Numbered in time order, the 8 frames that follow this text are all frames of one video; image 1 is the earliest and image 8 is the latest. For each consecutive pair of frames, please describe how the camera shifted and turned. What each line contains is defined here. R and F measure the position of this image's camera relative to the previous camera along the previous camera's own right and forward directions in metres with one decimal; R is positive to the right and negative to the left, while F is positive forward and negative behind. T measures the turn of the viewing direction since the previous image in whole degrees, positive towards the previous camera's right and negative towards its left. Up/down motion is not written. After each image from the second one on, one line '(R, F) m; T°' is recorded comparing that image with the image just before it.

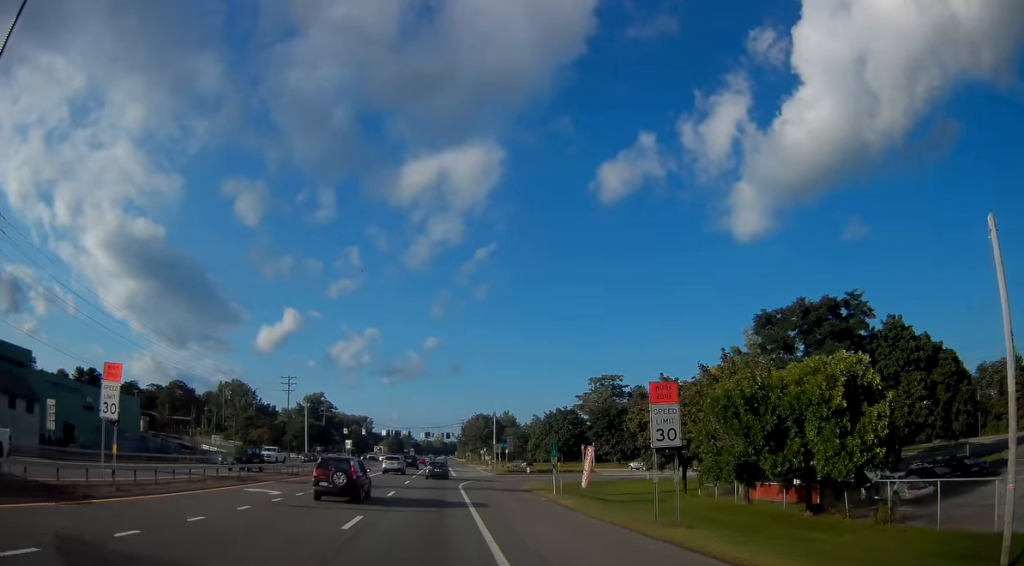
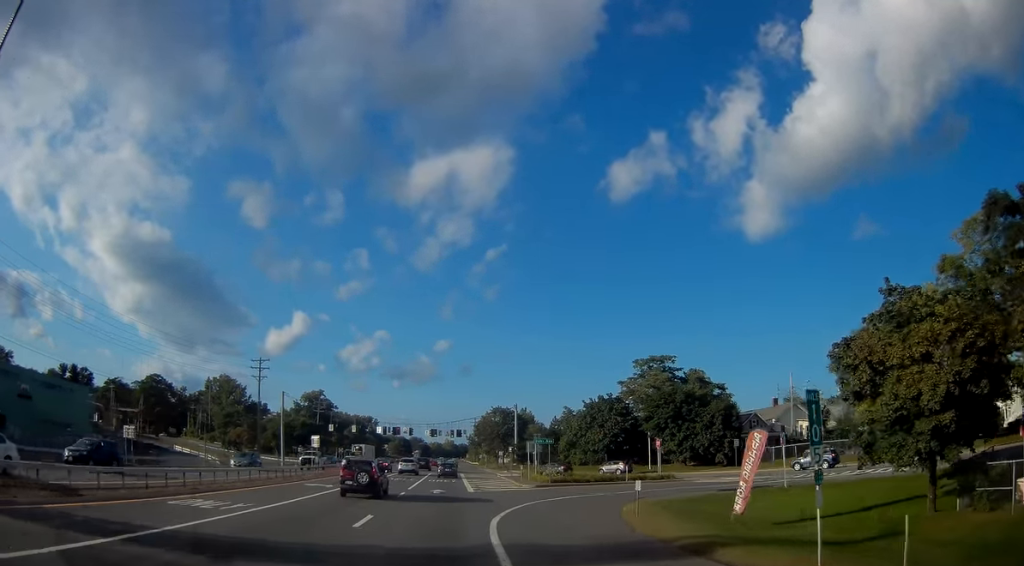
(+0.2, +22.6) m; +1°
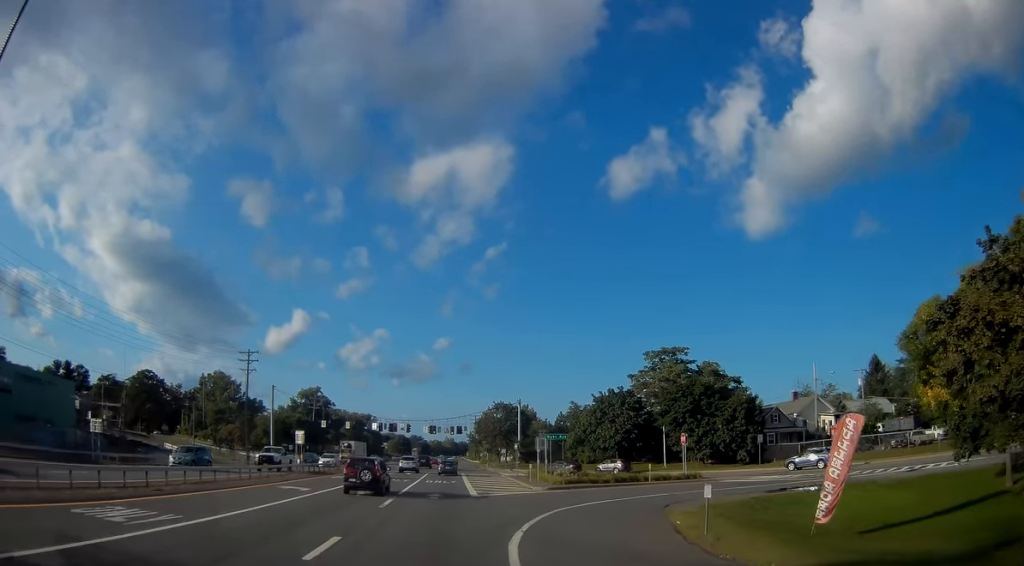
(0.0, +5.3) m; 0°
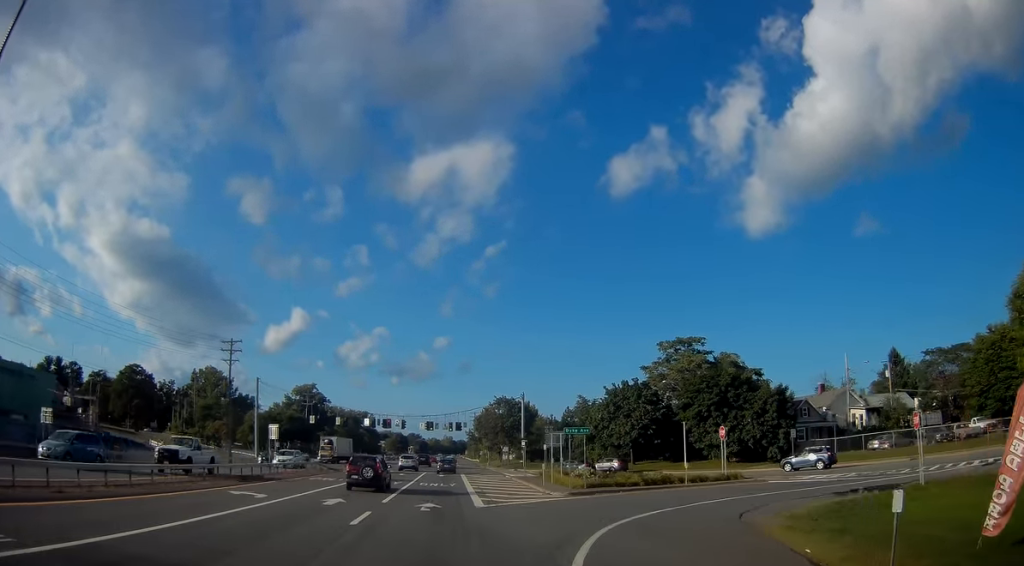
(0.0, +6.7) m; -1°
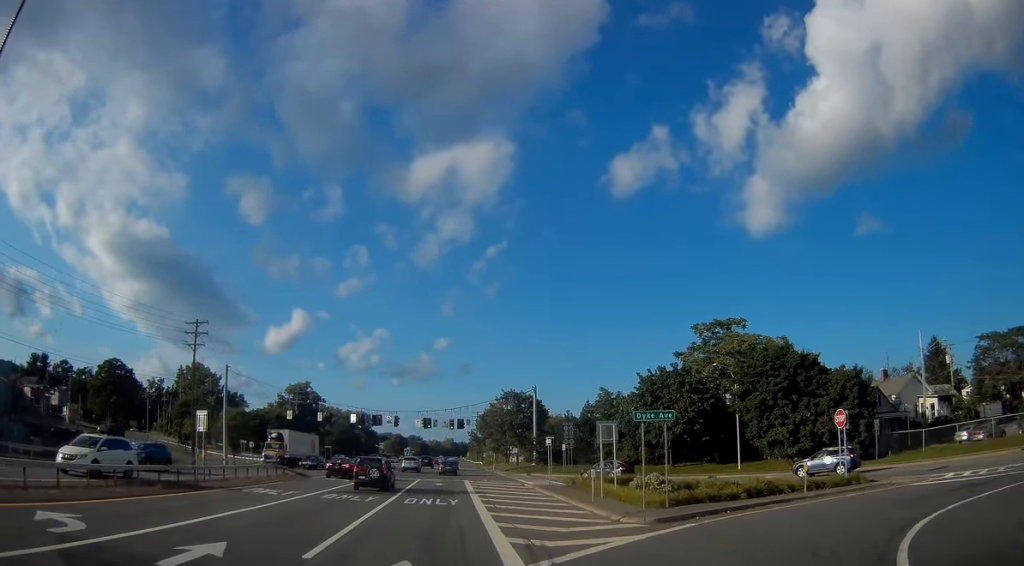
(-0.1, +12.2) m; -1°
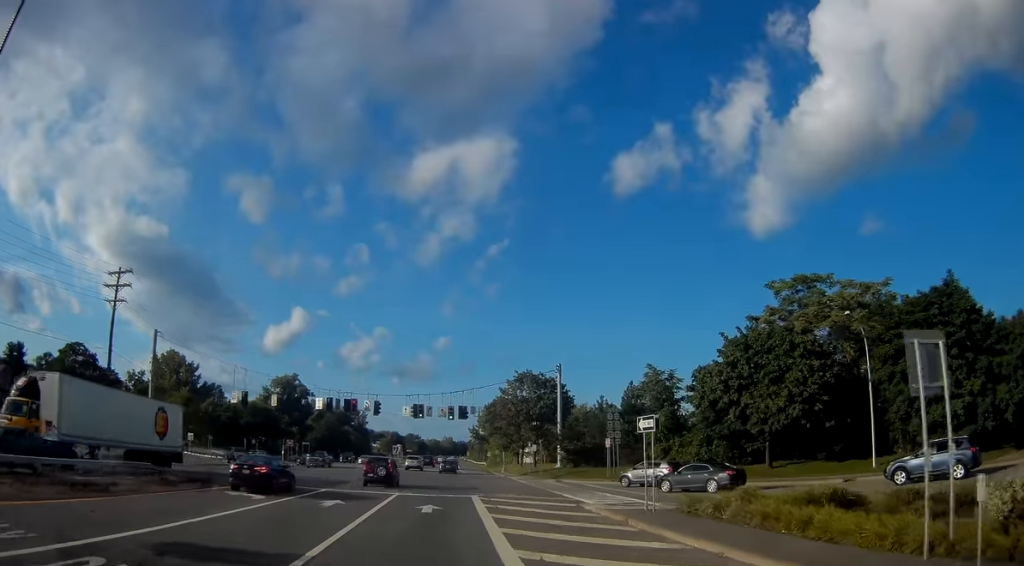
(+0.1, +18.5) m; +2°
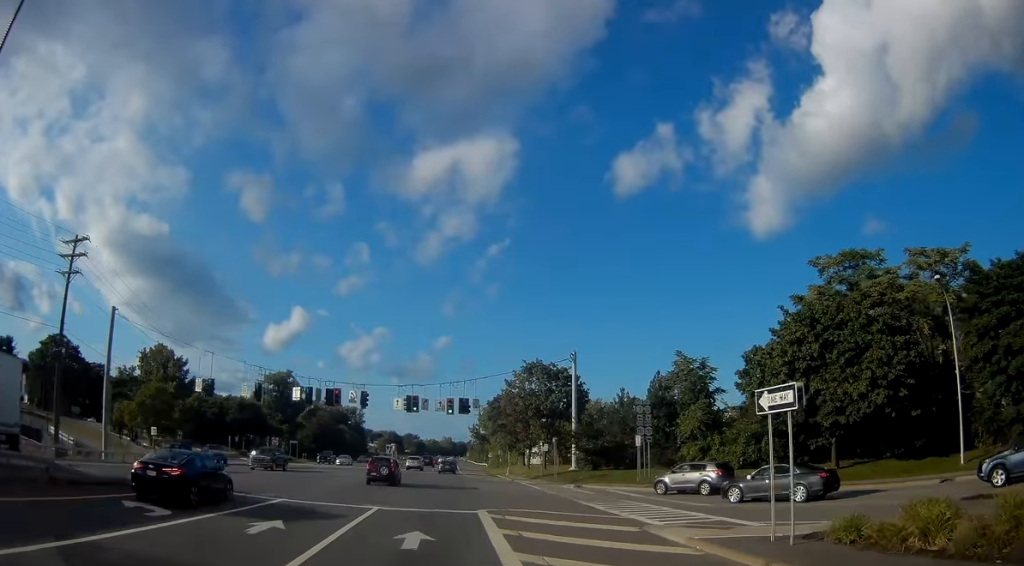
(0.0, +7.8) m; 0°
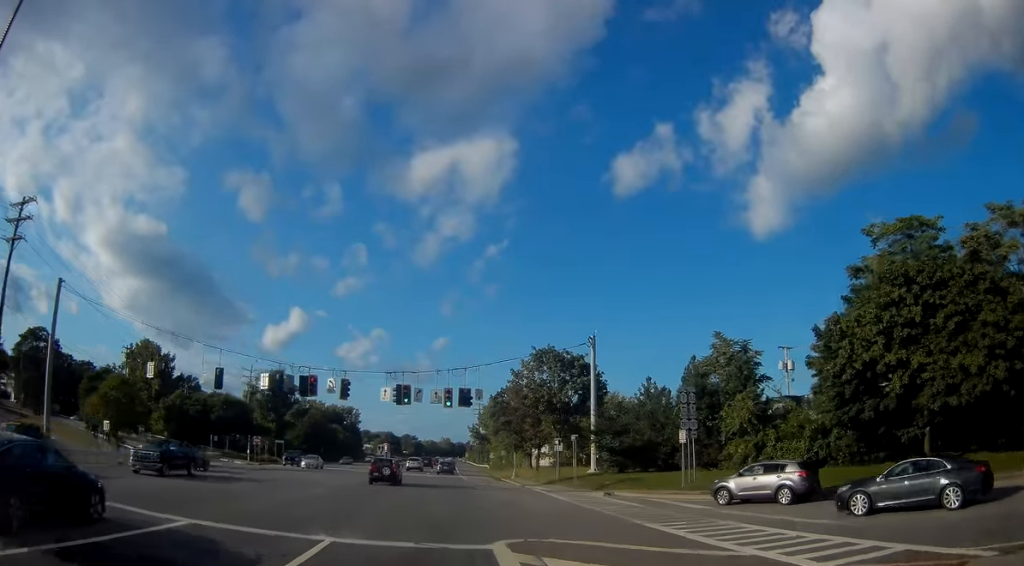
(+0.1, +7.8) m; -1°
